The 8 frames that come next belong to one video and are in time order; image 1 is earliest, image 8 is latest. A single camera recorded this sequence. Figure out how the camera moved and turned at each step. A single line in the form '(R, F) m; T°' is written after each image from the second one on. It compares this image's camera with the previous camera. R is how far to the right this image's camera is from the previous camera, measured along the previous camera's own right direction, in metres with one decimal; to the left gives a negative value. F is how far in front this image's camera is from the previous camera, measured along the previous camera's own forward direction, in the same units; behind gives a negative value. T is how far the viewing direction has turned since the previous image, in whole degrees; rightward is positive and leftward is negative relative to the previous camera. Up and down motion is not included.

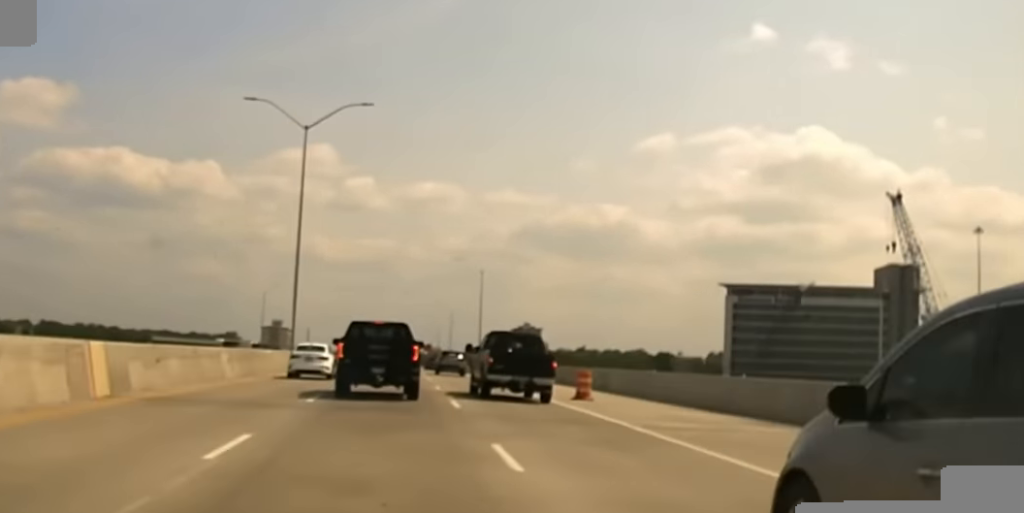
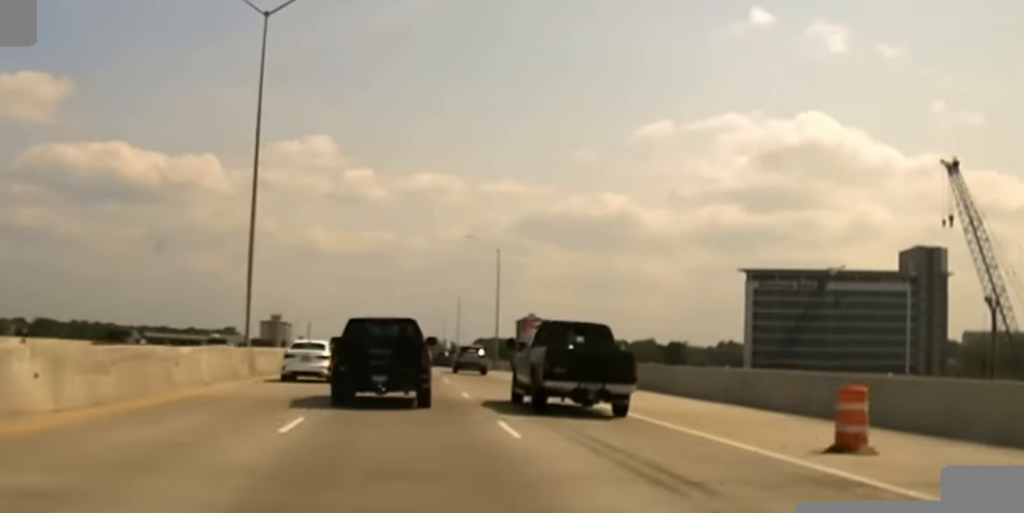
(-0.2, +18.9) m; +1°
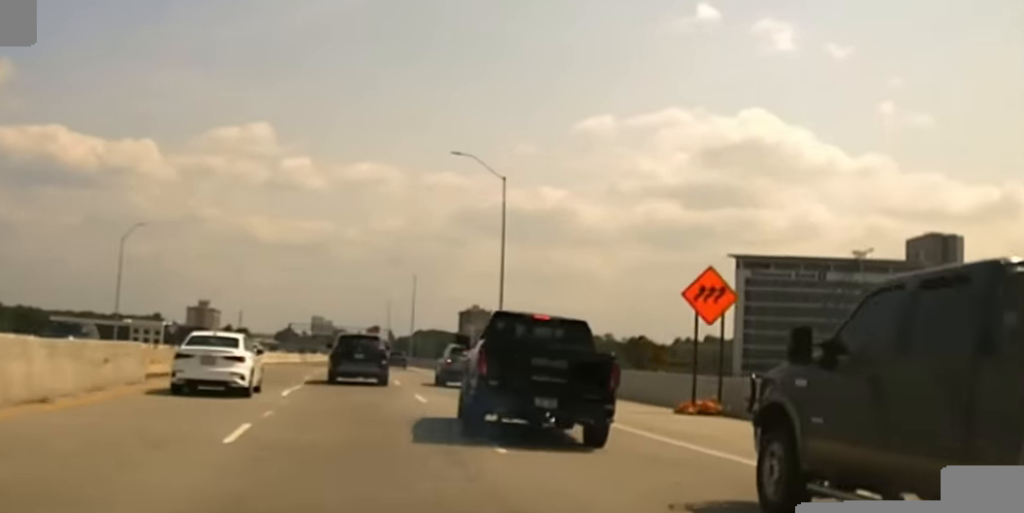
(+1.3, +47.3) m; +2°
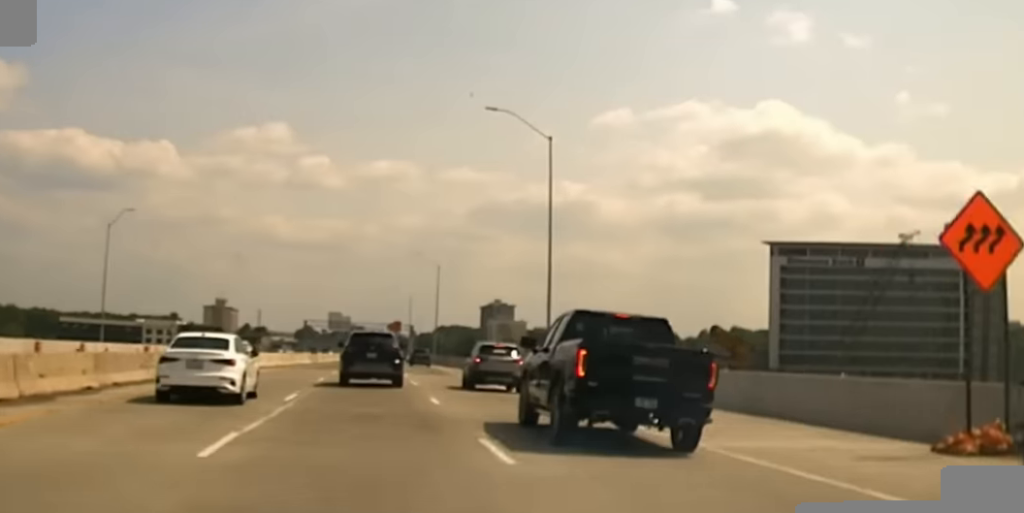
(0.0, +15.7) m; 0°
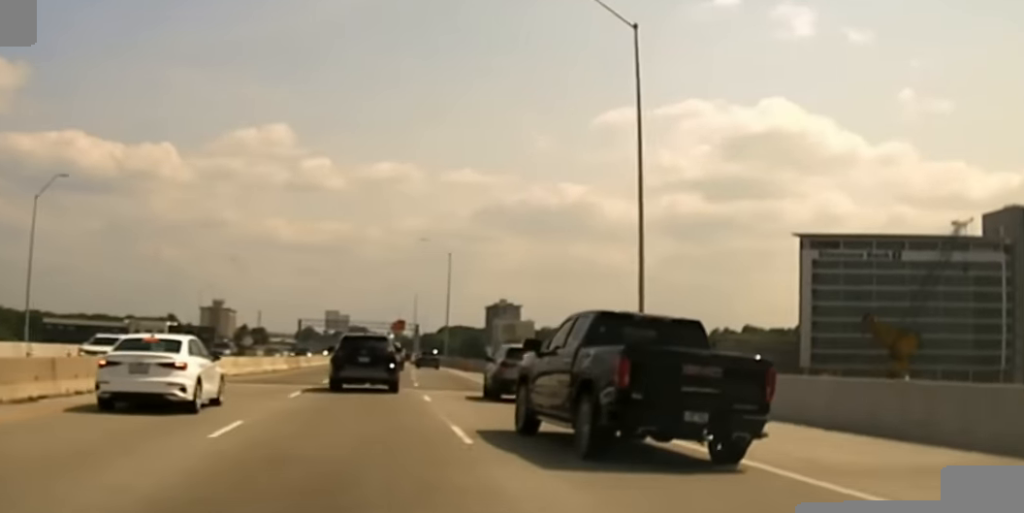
(0.0, +20.6) m; 0°
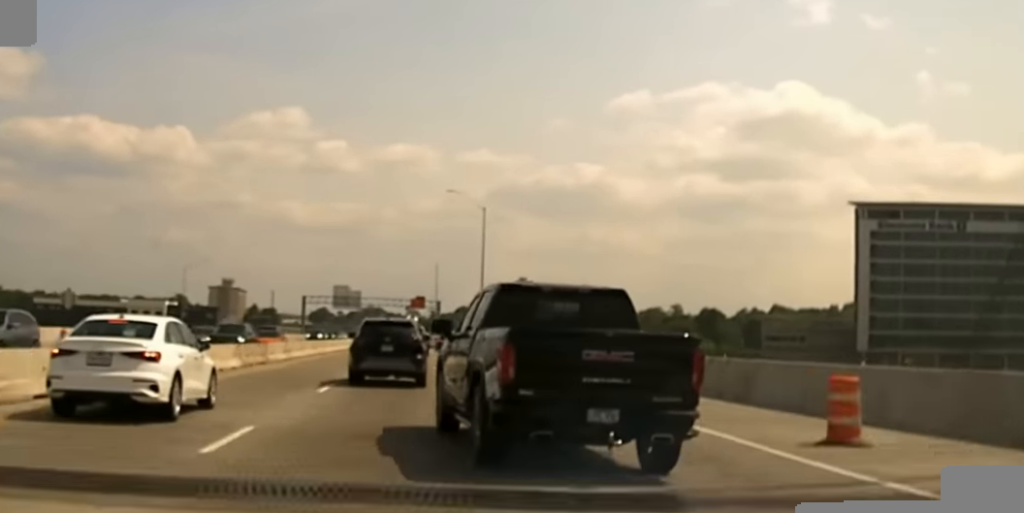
(0.0, +25.5) m; 0°
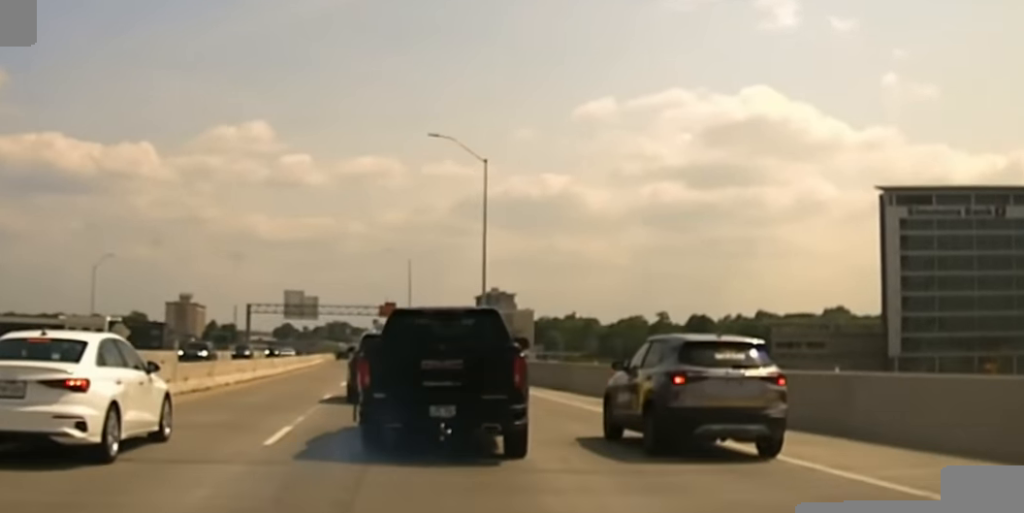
(+0.5, +37.7) m; +1°
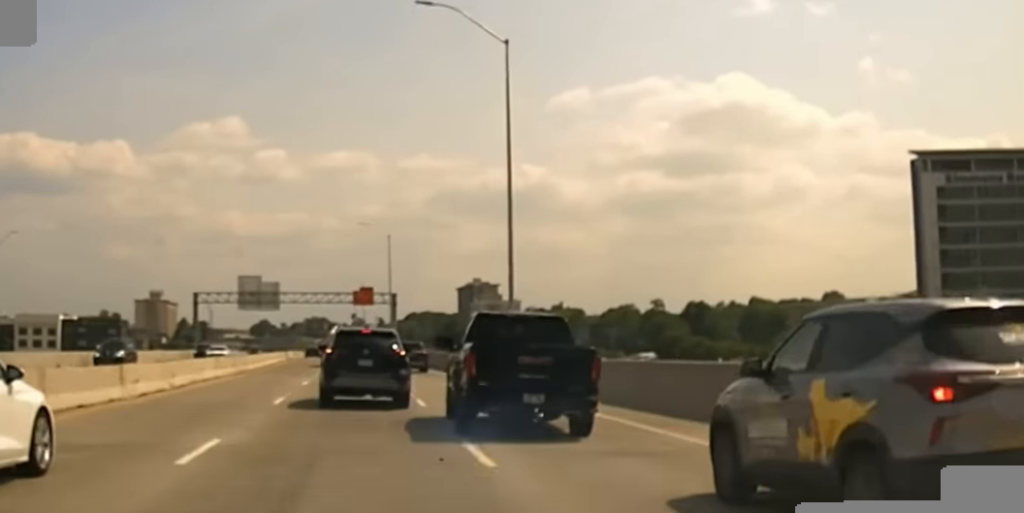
(+0.2, +23.1) m; 0°
